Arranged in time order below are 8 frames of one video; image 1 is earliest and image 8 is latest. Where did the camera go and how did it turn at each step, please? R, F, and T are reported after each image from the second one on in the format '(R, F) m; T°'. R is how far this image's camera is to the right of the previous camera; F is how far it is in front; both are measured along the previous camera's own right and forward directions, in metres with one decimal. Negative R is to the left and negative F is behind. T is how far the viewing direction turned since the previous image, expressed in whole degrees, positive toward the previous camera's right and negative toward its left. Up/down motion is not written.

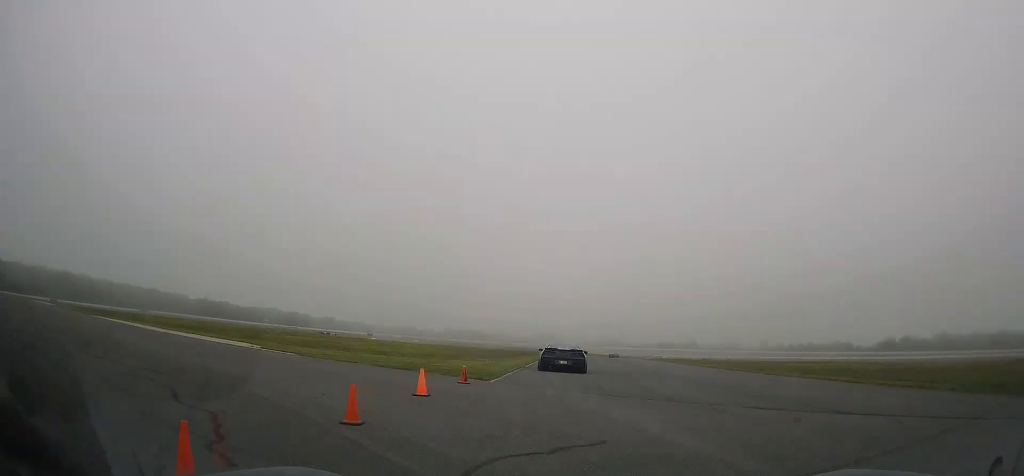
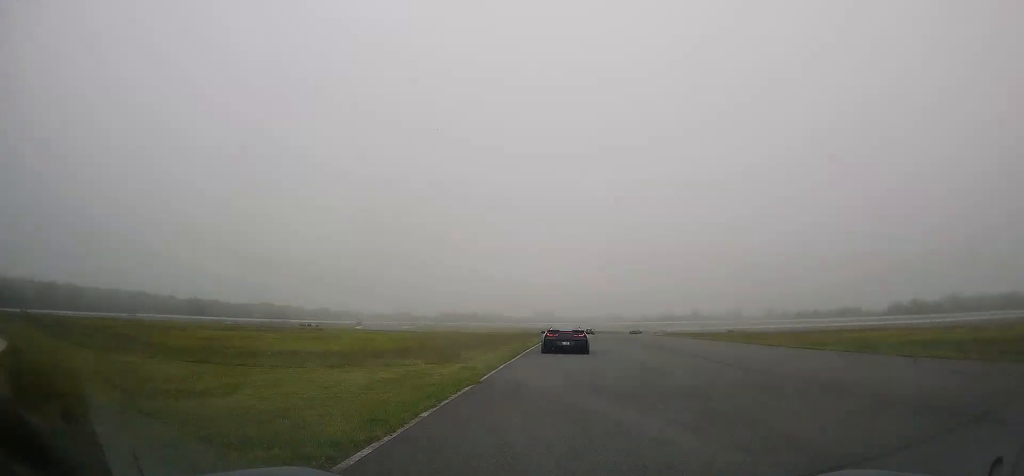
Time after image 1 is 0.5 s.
(0.0, +15.0) m; 0°
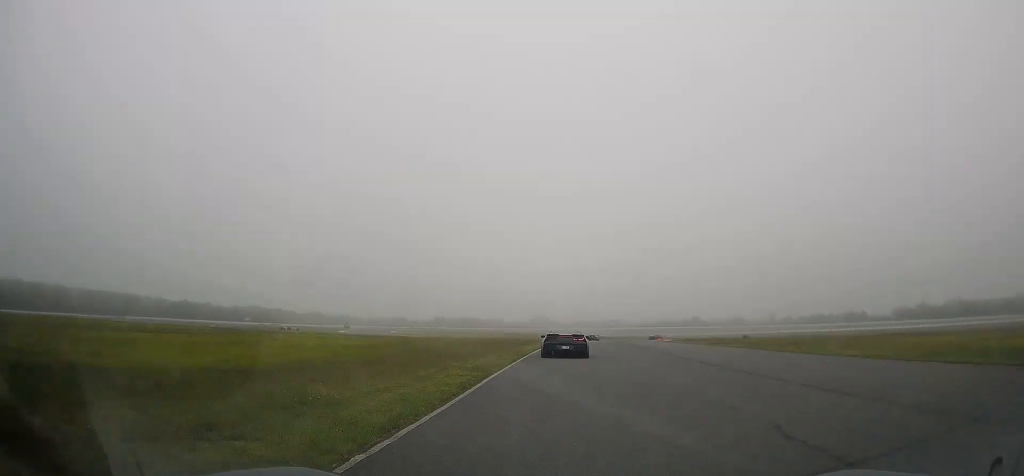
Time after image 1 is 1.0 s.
(+0.1, +12.1) m; 0°
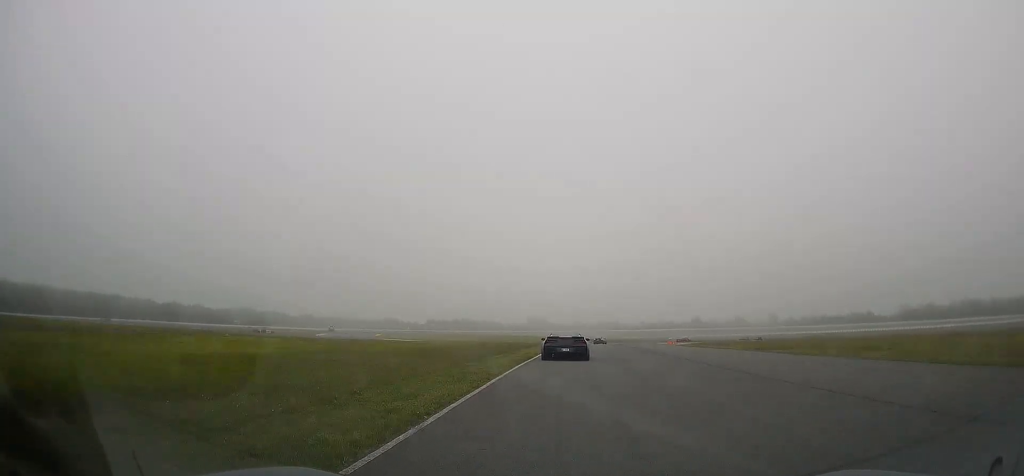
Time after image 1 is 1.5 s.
(0.0, +13.9) m; 0°
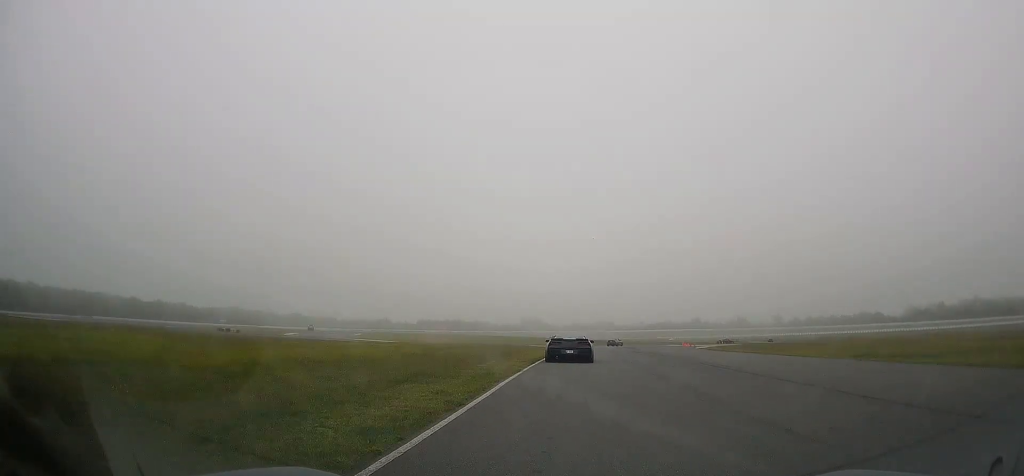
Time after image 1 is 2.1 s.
(0.0, +16.5) m; +1°
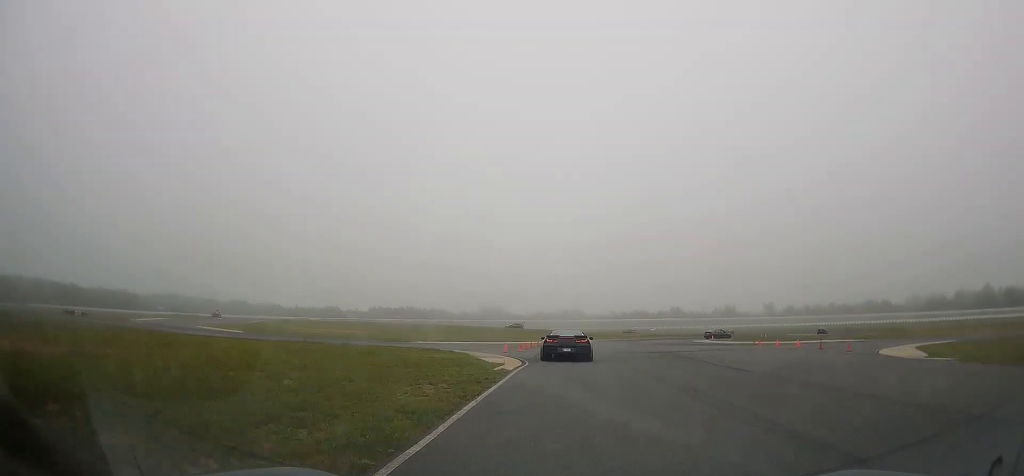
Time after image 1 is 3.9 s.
(+1.1, +47.6) m; +3°
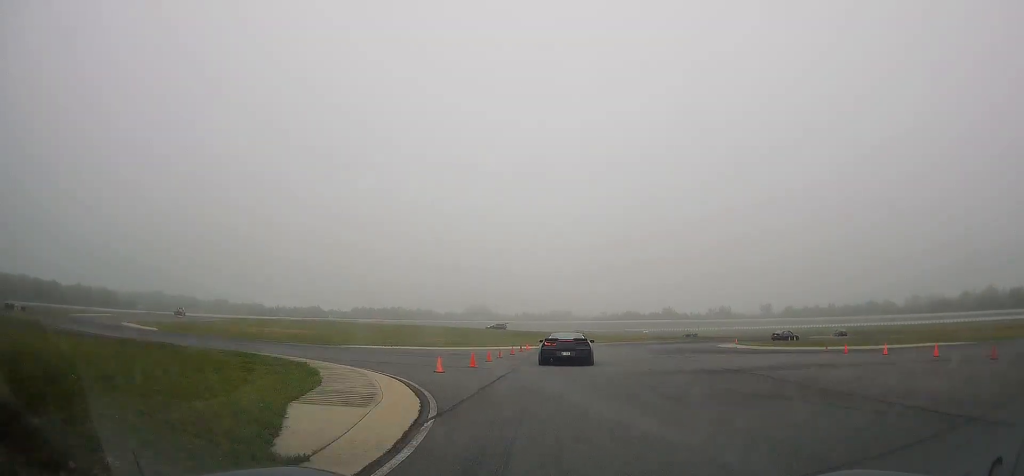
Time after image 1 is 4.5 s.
(+0.1, +15.6) m; +1°
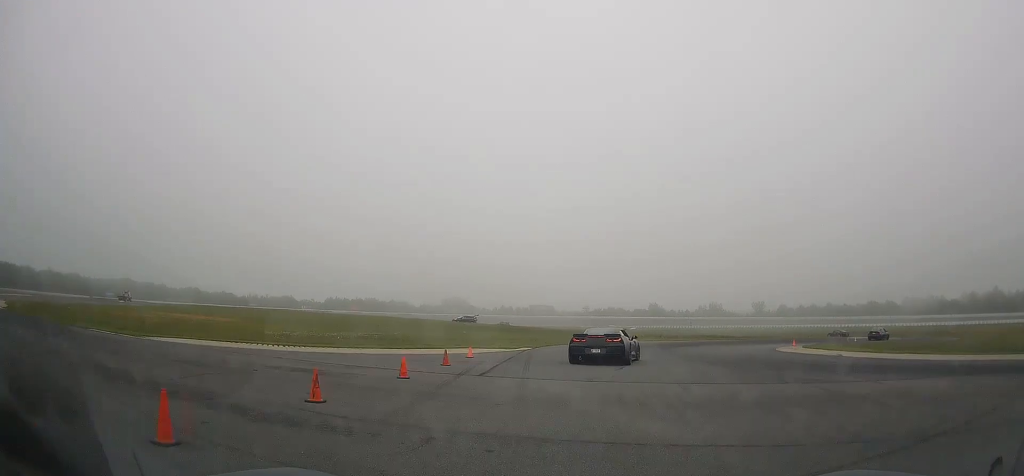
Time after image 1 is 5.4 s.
(-0.1, +19.9) m; +4°
